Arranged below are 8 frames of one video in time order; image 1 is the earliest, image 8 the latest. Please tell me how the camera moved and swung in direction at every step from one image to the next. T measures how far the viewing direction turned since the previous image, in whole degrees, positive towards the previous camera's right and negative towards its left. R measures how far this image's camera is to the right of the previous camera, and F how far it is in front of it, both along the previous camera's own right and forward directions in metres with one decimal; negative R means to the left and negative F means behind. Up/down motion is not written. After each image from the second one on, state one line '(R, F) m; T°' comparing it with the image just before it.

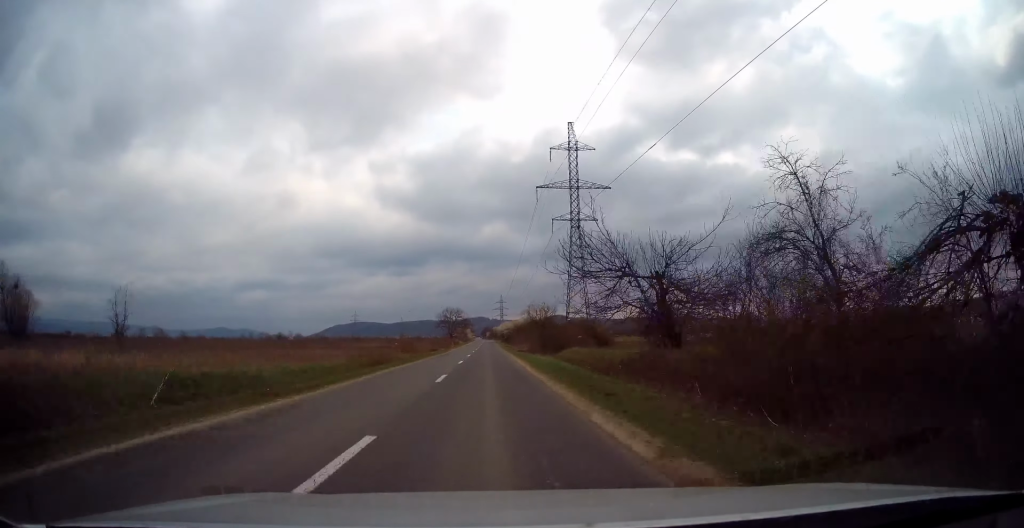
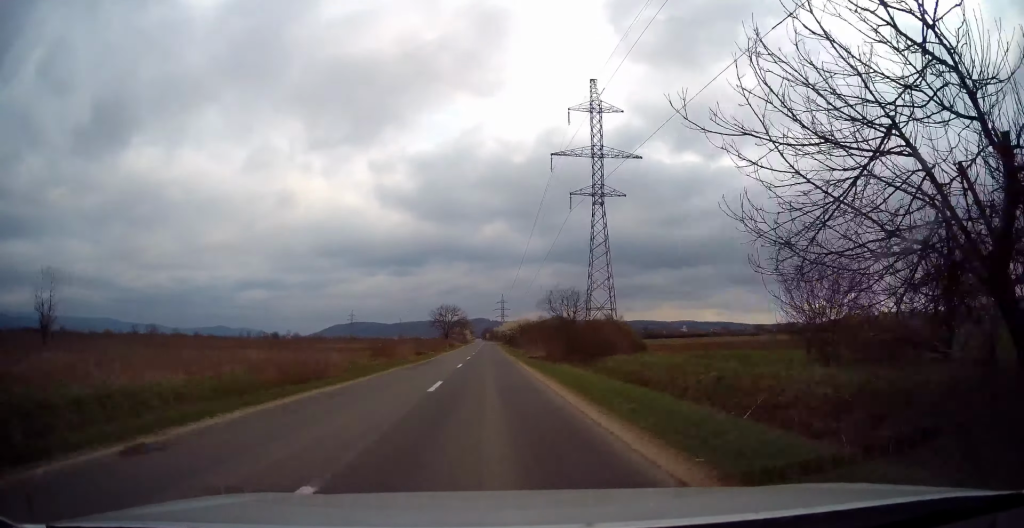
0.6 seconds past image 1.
(0.0, +14.7) m; 0°
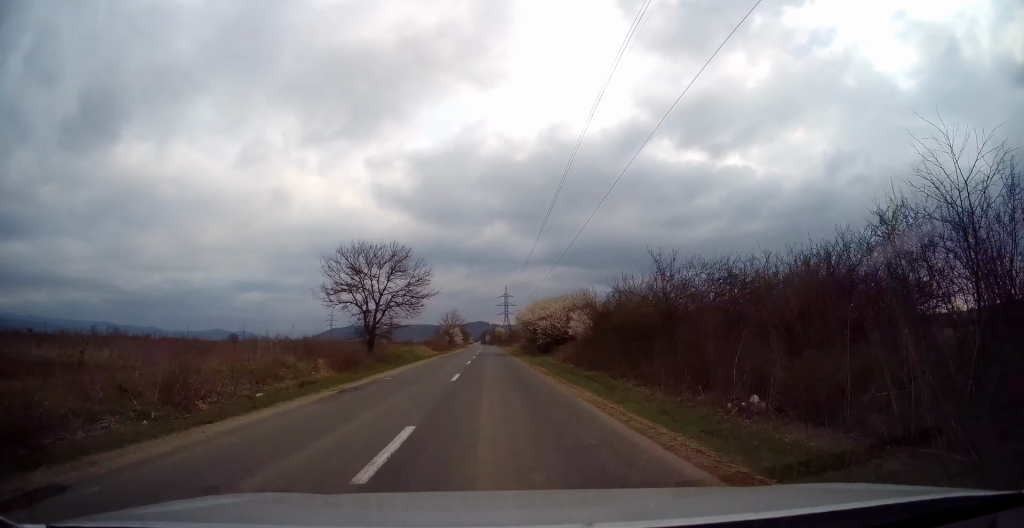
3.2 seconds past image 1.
(-0.2, +69.3) m; 0°
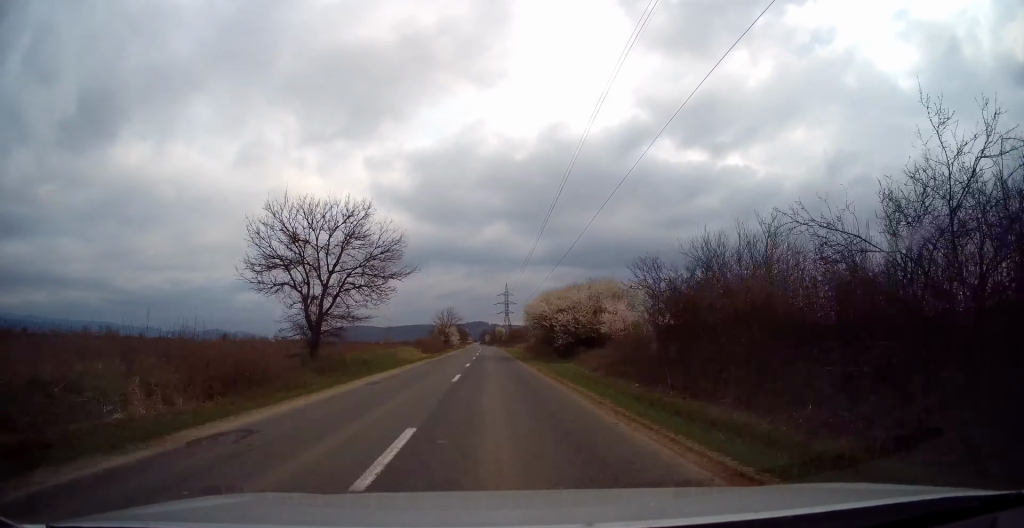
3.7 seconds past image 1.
(+0.1, +12.0) m; 0°
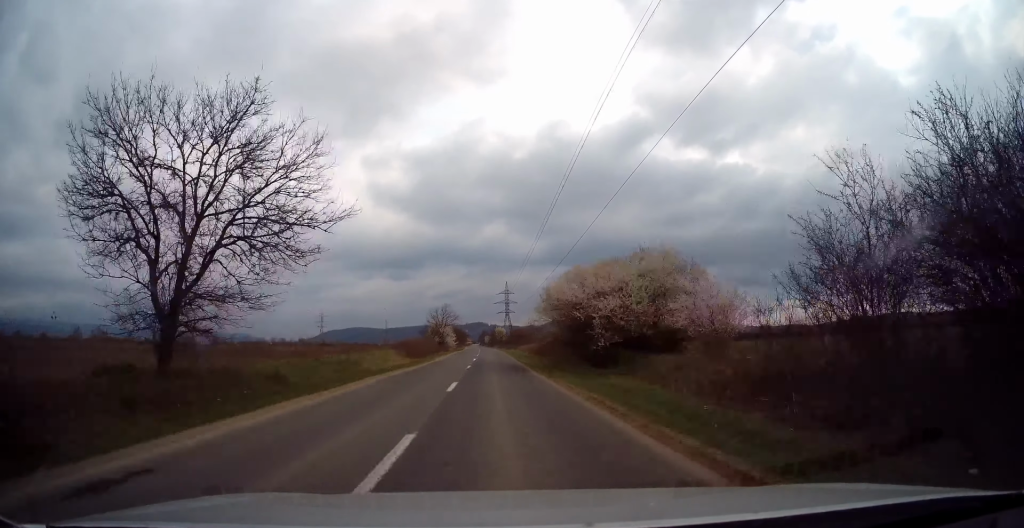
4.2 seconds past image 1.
(+0.1, +12.0) m; 0°
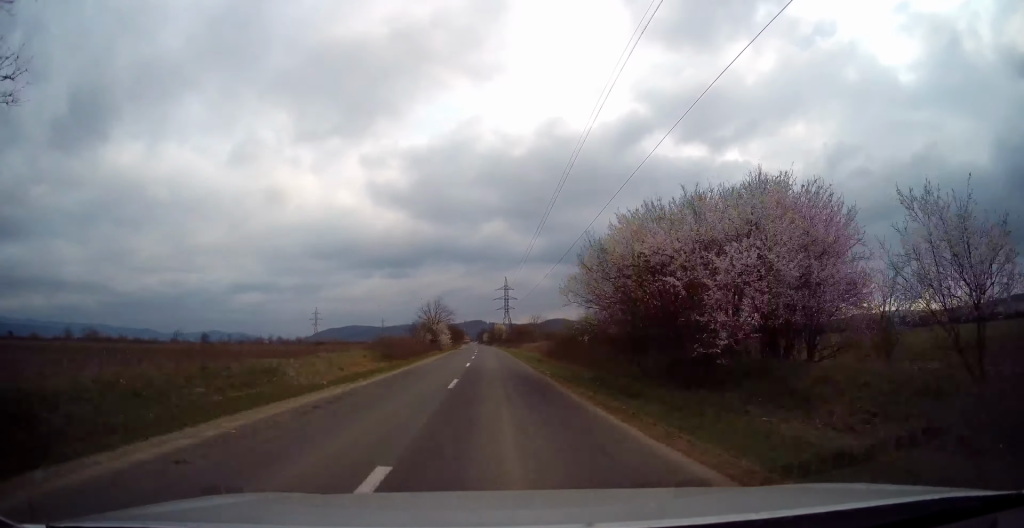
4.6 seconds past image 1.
(-0.1, +11.0) m; 0°
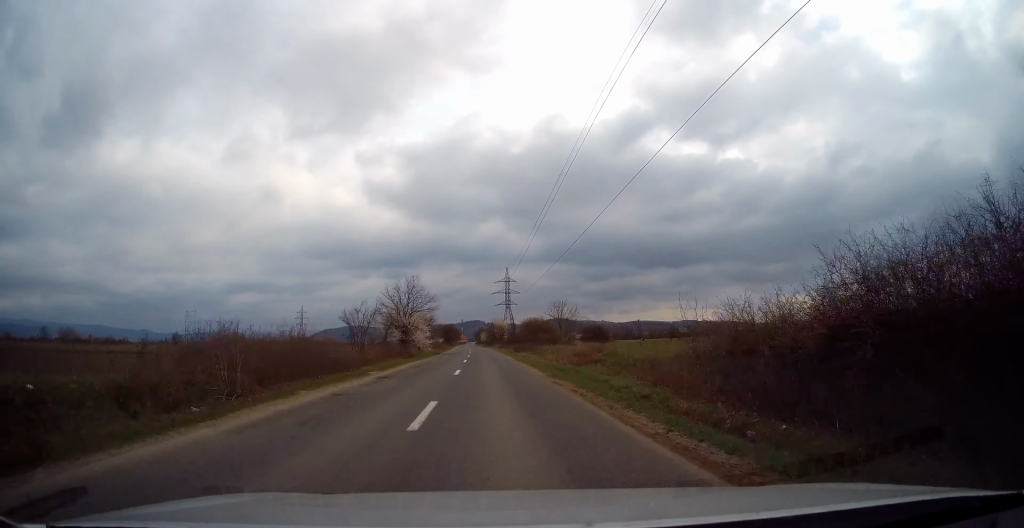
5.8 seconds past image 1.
(-0.1, +29.7) m; 0°
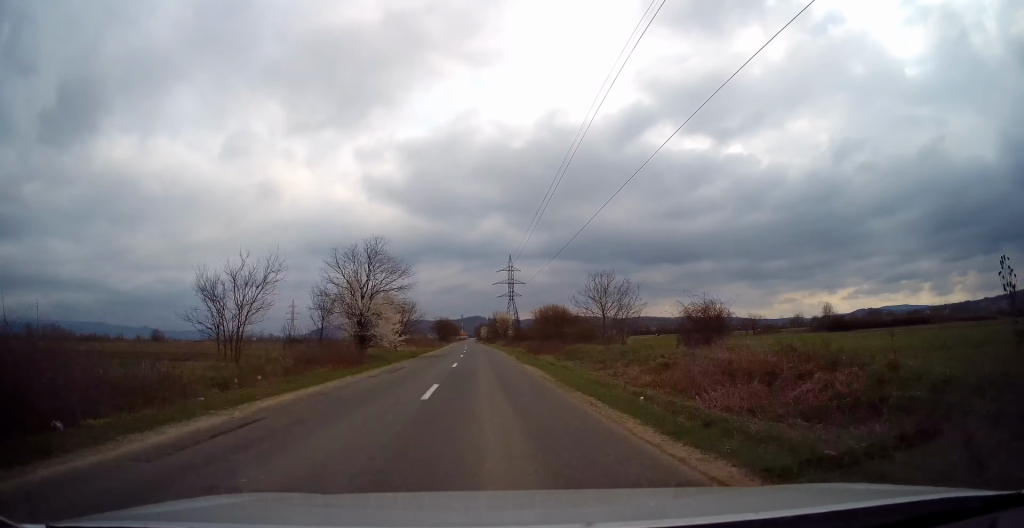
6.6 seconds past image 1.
(+0.1, +20.6) m; 0°
